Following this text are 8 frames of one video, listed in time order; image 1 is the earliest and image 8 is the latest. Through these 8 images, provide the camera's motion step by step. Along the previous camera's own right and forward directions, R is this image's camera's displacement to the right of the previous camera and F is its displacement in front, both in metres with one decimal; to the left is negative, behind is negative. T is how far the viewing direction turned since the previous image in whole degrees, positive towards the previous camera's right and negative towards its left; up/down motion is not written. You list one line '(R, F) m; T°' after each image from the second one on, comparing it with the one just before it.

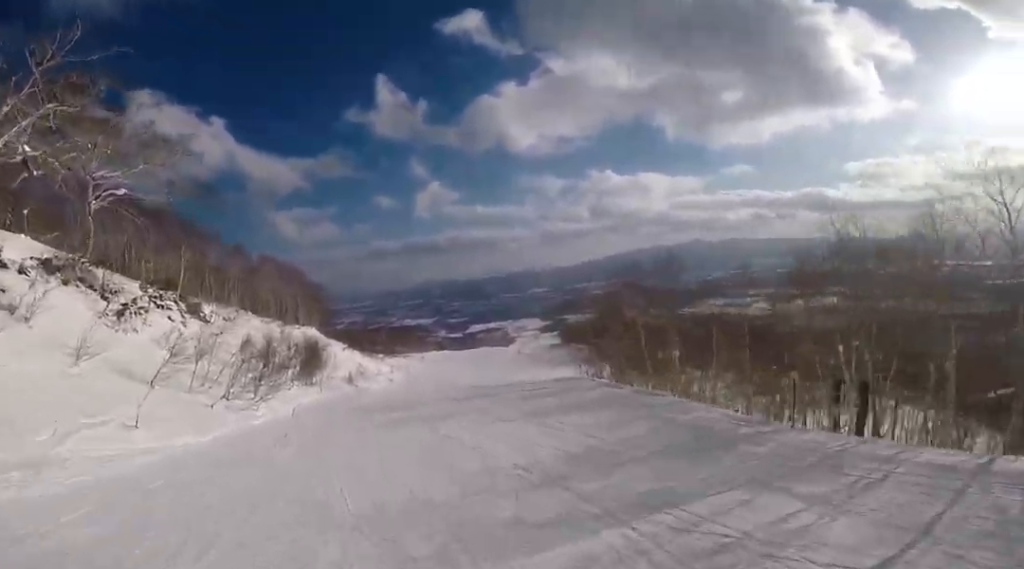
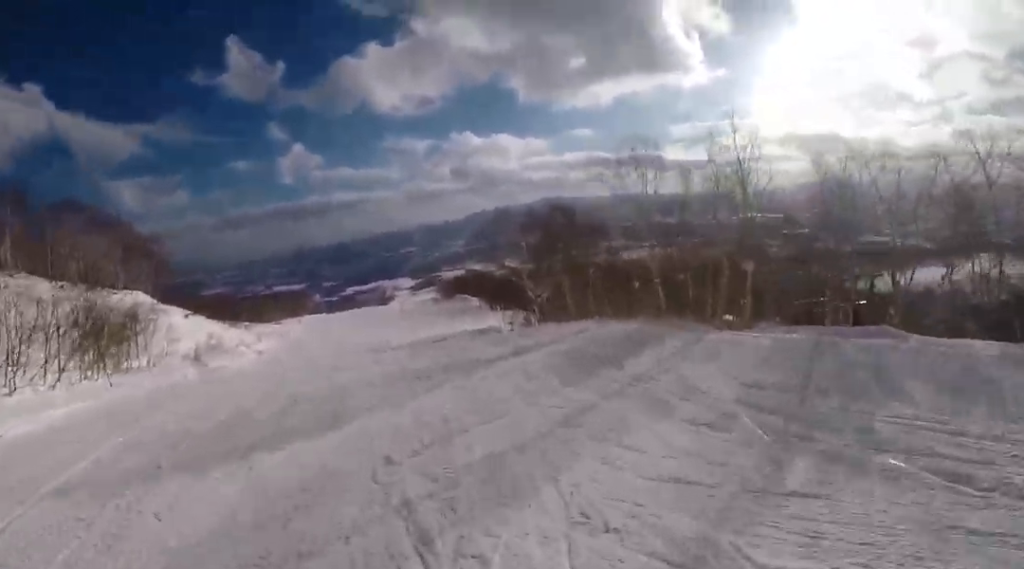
(+1.7, +10.4) m; +1°
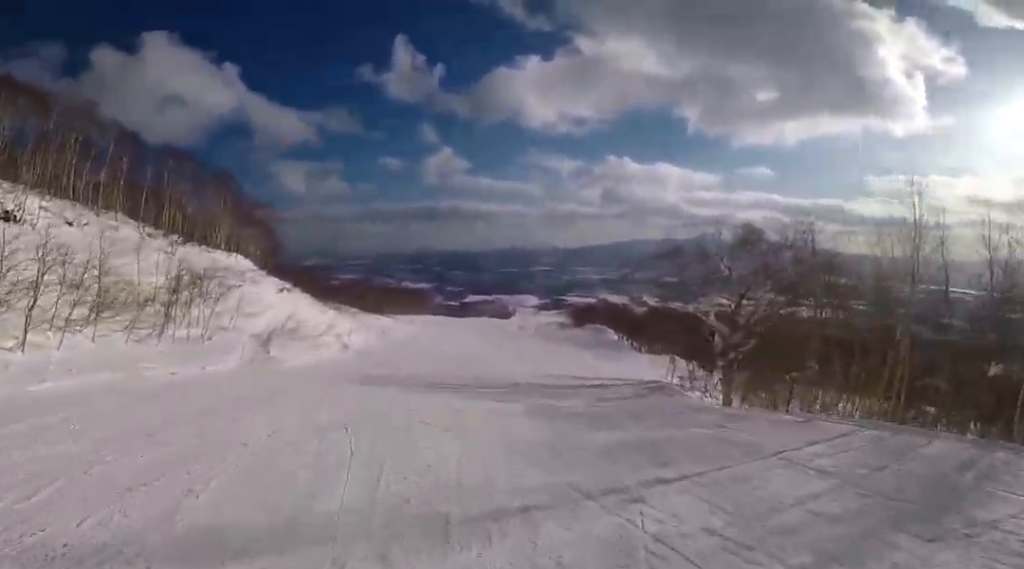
(-1.5, +8.5) m; -5°
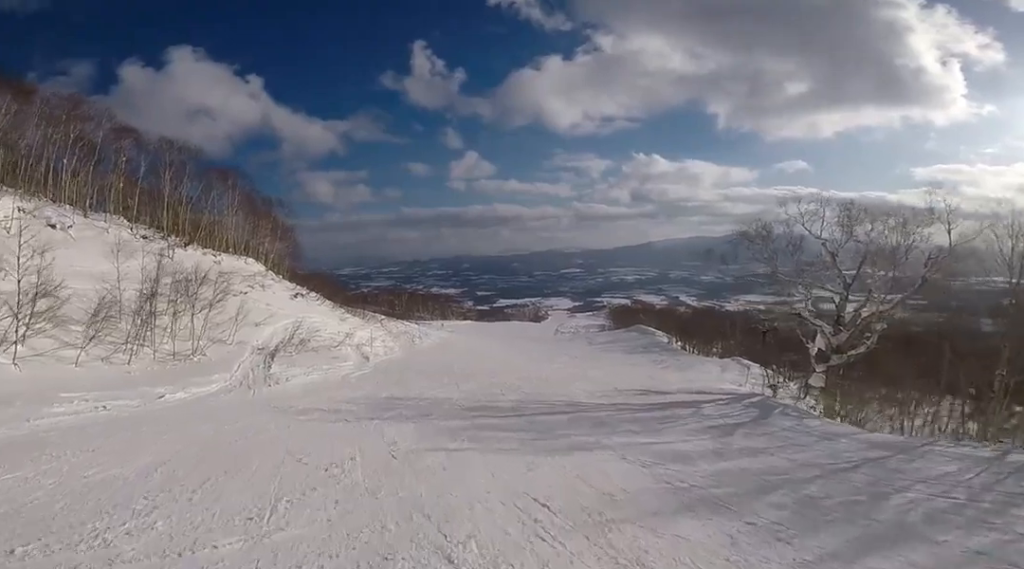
(+0.3, +4.7) m; +5°
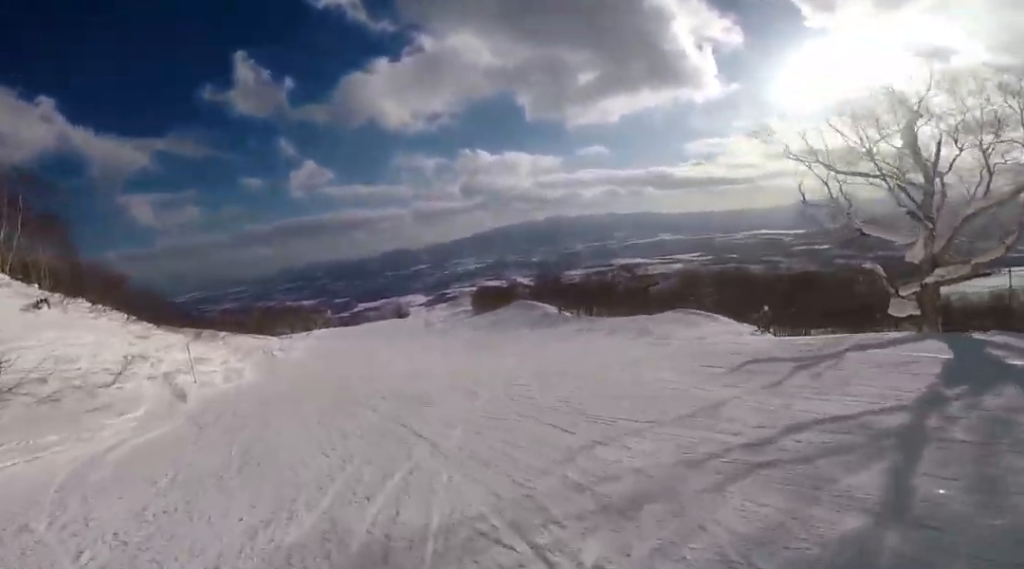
(+1.5, +12.8) m; +10°
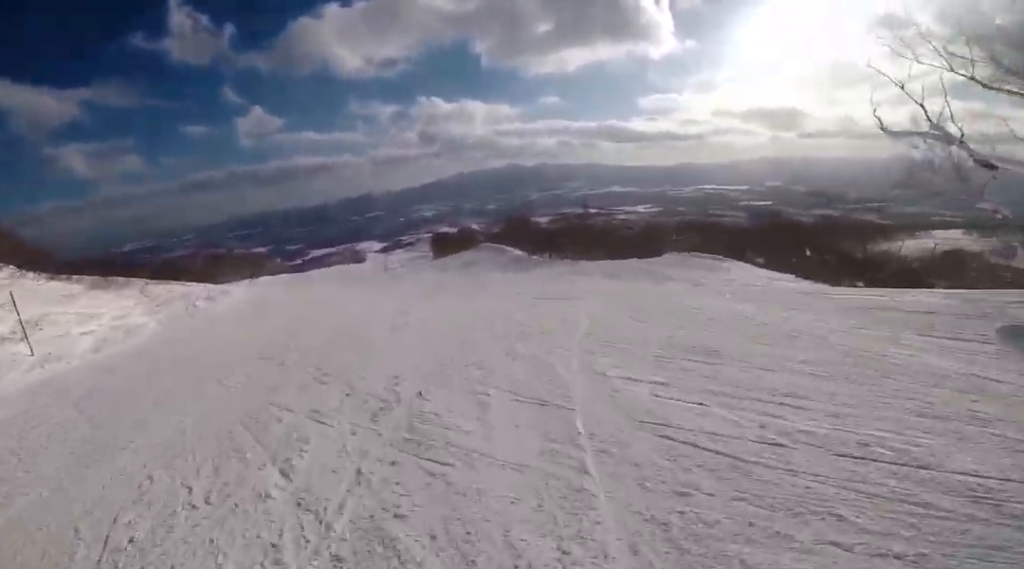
(+0.1, +6.0) m; -2°
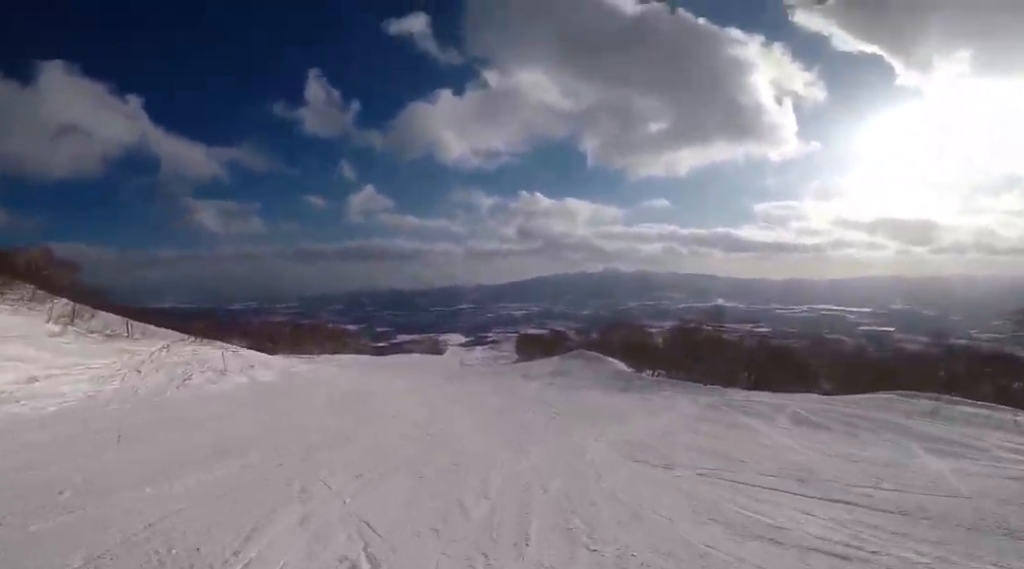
(-0.4, +9.0) m; -10°
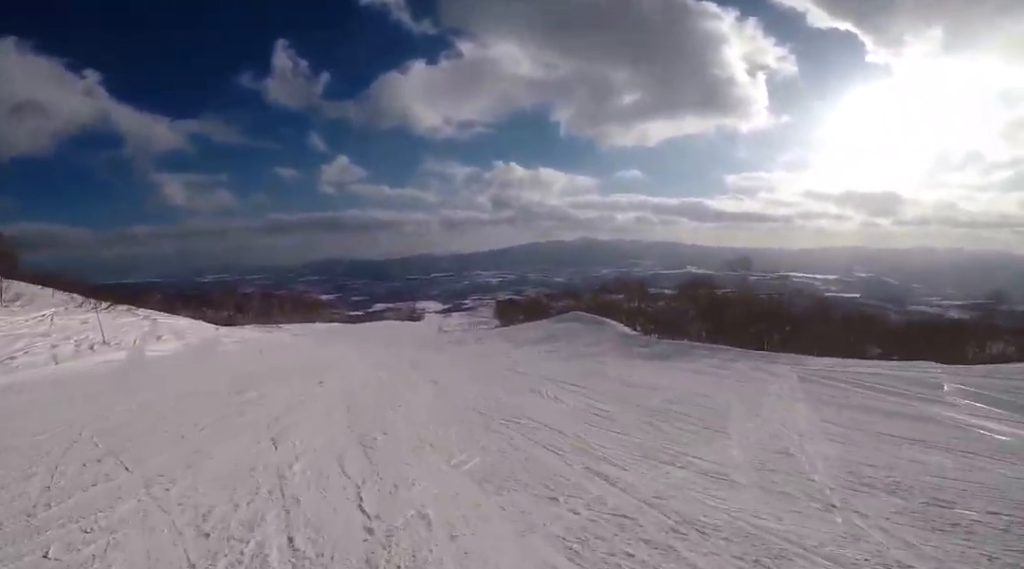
(-0.6, +7.6) m; -8°
